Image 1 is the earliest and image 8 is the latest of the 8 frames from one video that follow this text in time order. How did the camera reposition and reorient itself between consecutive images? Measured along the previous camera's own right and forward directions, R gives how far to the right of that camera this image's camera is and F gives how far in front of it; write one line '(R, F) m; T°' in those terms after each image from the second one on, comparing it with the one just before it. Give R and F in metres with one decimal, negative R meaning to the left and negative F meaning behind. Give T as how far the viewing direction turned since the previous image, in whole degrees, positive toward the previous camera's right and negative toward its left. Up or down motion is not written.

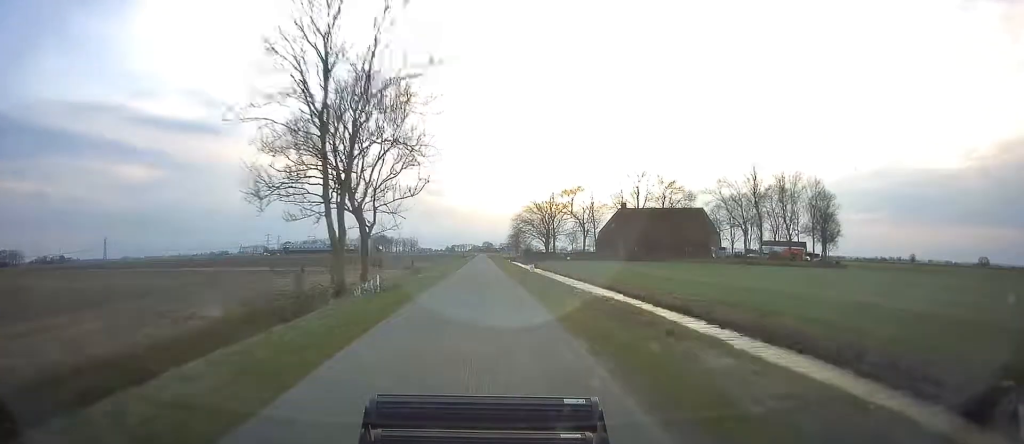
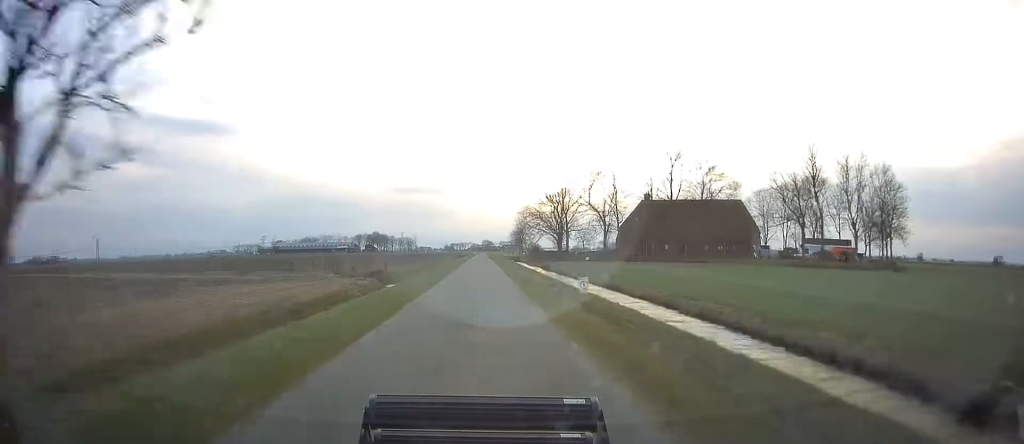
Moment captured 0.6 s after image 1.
(-0.3, +23.1) m; 0°
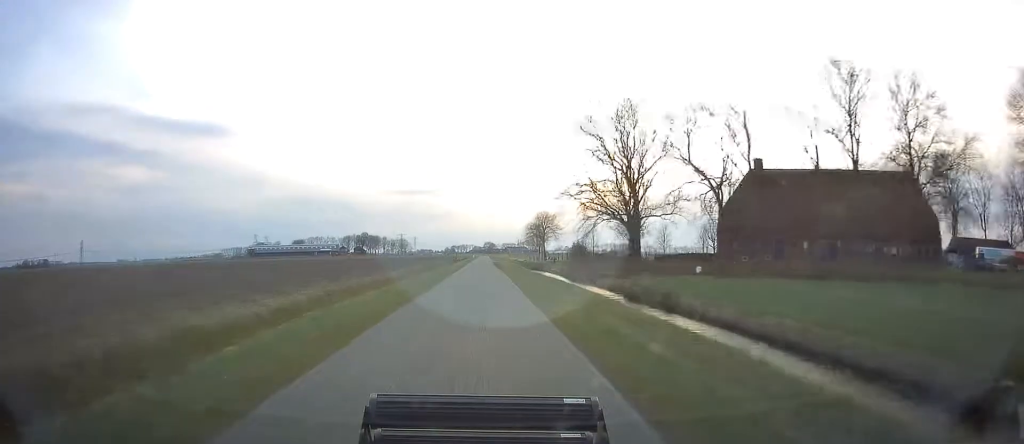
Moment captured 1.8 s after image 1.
(+0.5, +52.8) m; 0°
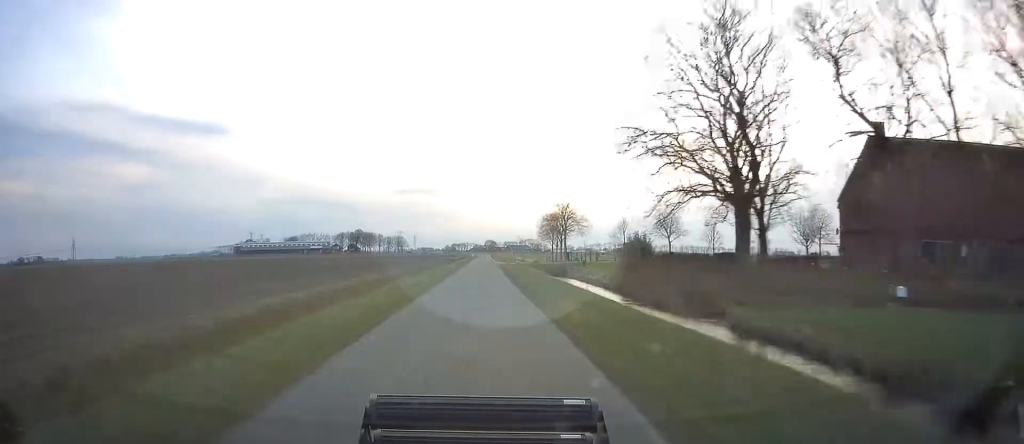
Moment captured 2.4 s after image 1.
(-0.2, +25.4) m; 0°
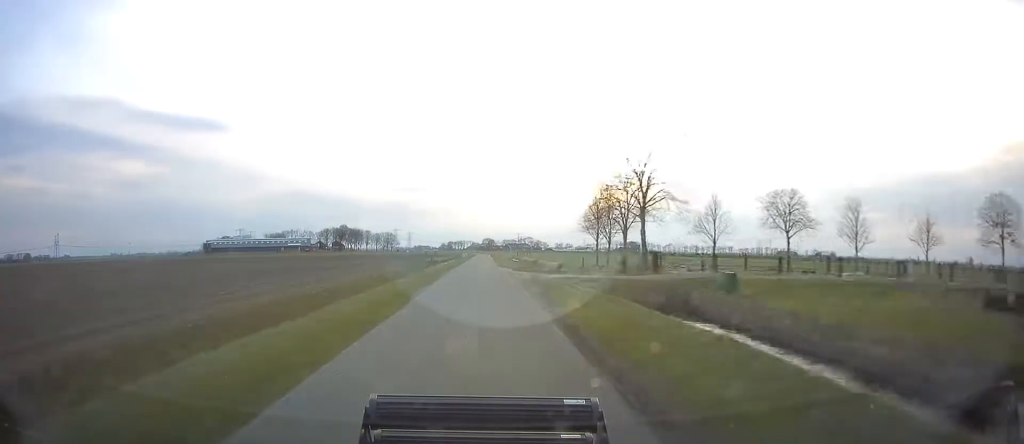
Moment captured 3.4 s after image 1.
(0.0, +40.1) m; 0°
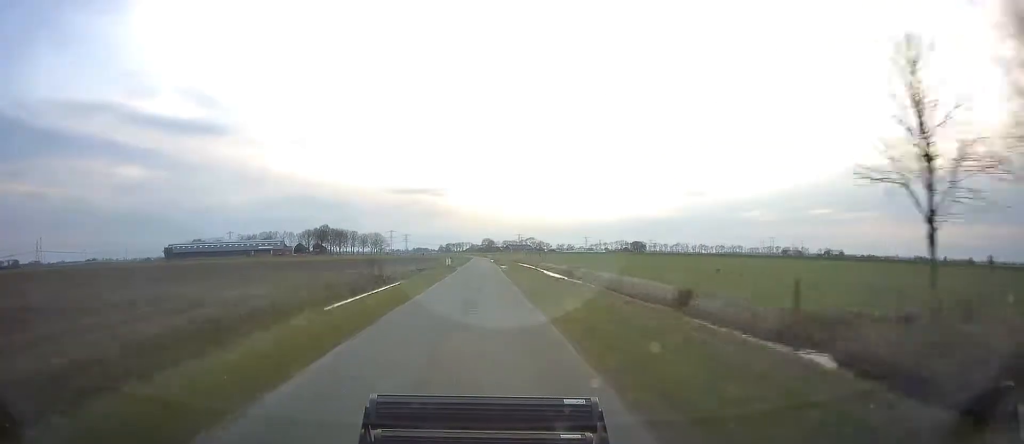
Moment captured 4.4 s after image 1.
(+0.1, +45.1) m; 0°
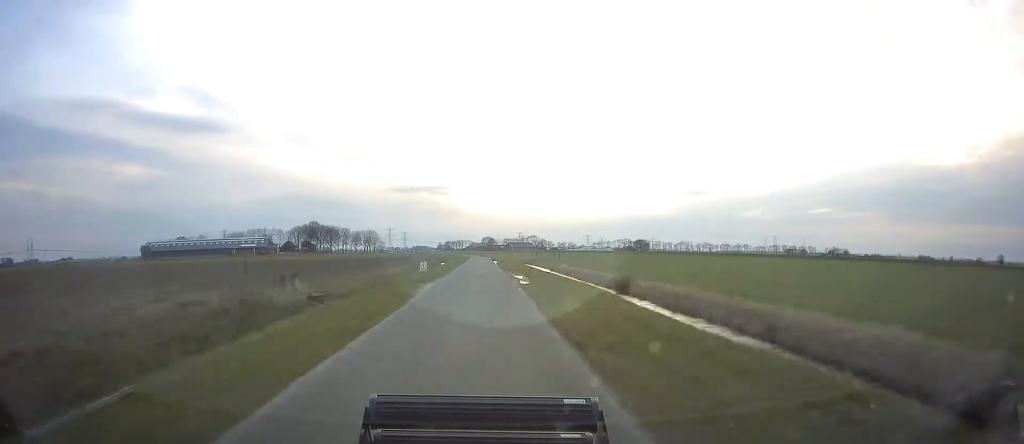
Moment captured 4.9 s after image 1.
(-0.1, +23.5) m; 0°
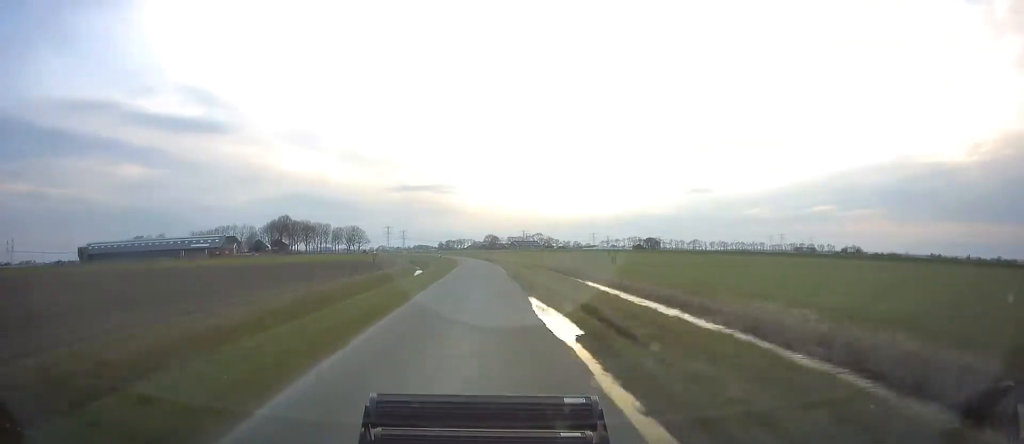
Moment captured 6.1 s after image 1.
(0.0, +51.9) m; 0°
